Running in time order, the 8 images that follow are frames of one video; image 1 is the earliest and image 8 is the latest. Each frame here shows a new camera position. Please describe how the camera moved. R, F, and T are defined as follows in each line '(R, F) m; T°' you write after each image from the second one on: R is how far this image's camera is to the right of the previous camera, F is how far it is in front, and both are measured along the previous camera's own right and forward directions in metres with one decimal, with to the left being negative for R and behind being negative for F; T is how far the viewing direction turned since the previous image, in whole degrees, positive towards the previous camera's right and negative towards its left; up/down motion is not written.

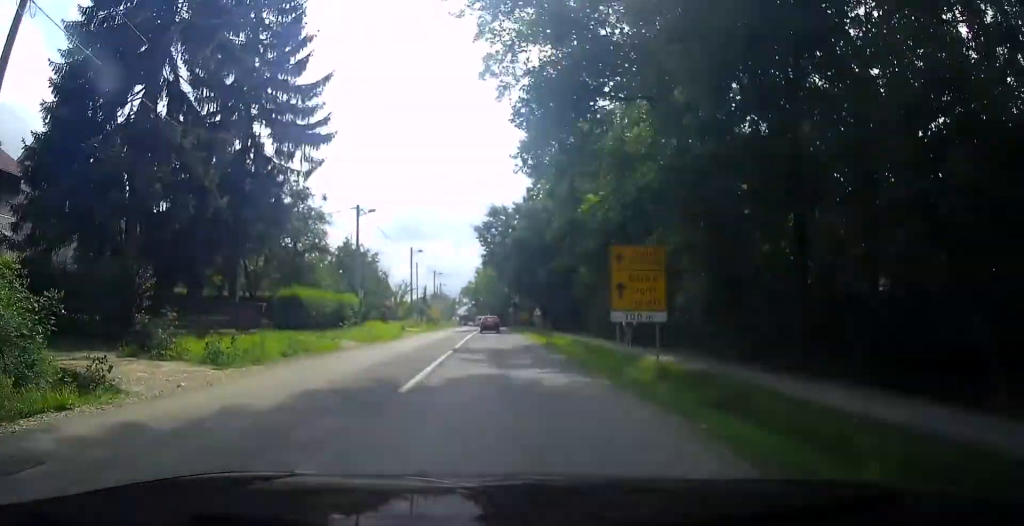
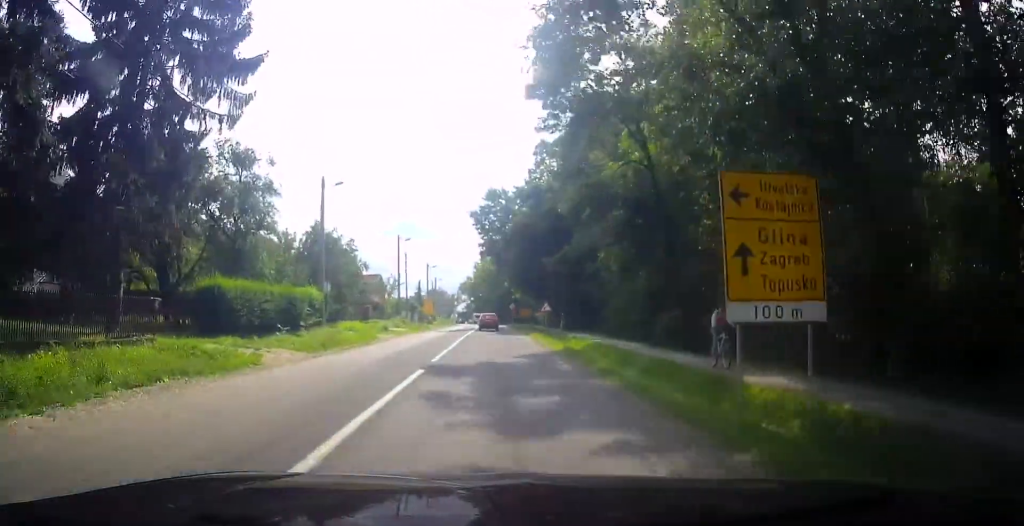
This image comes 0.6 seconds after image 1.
(-0.2, +8.3) m; 0°
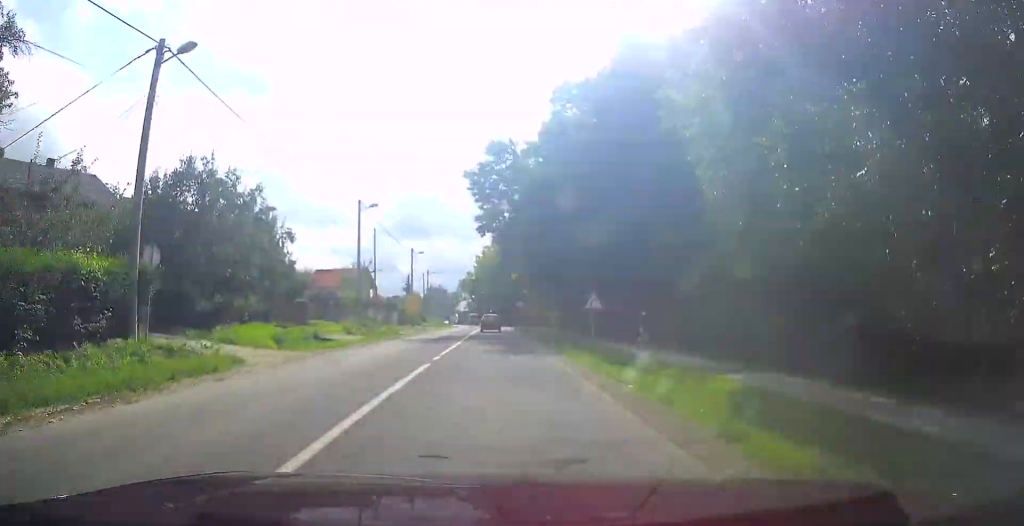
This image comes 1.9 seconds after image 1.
(+0.4, +18.4) m; +1°
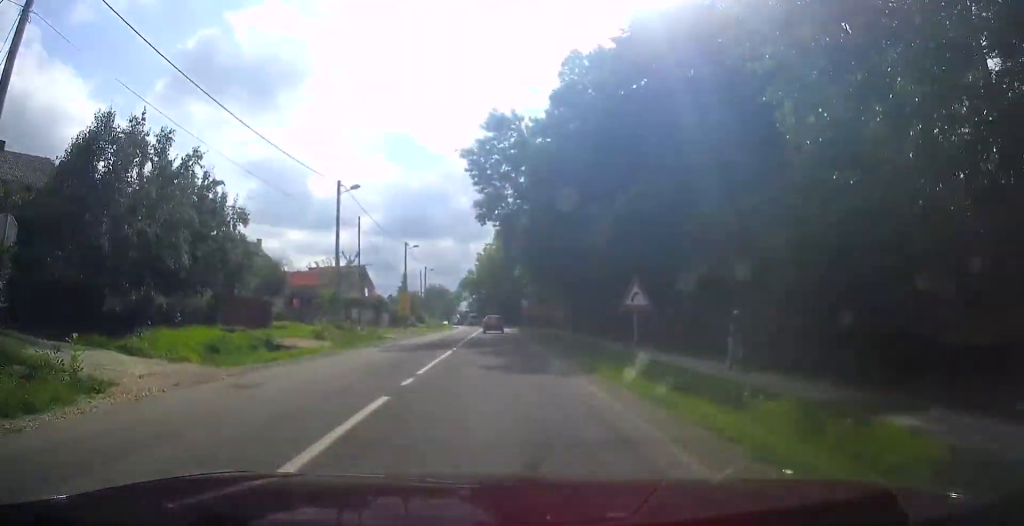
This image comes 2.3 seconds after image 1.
(0.0, +6.1) m; 0°
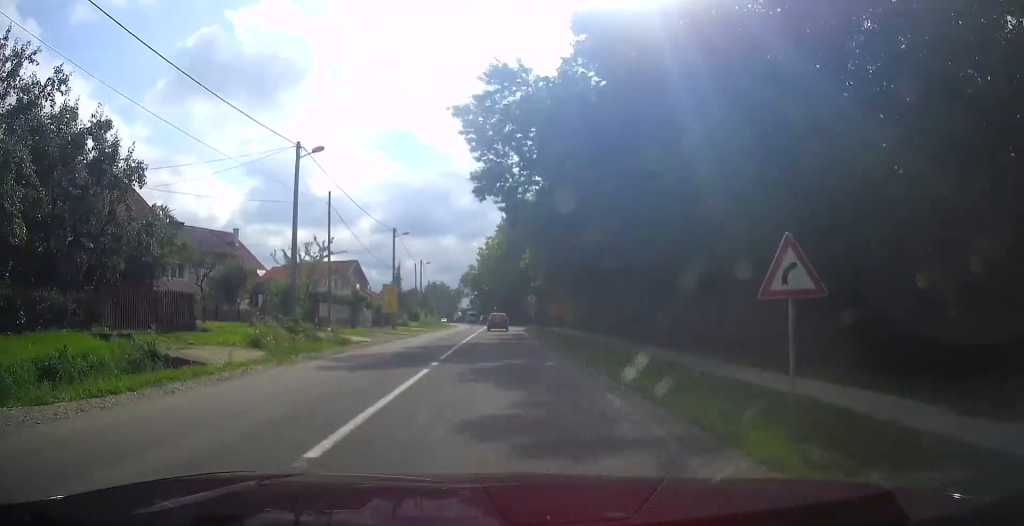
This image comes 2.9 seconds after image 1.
(0.0, +7.8) m; 0°
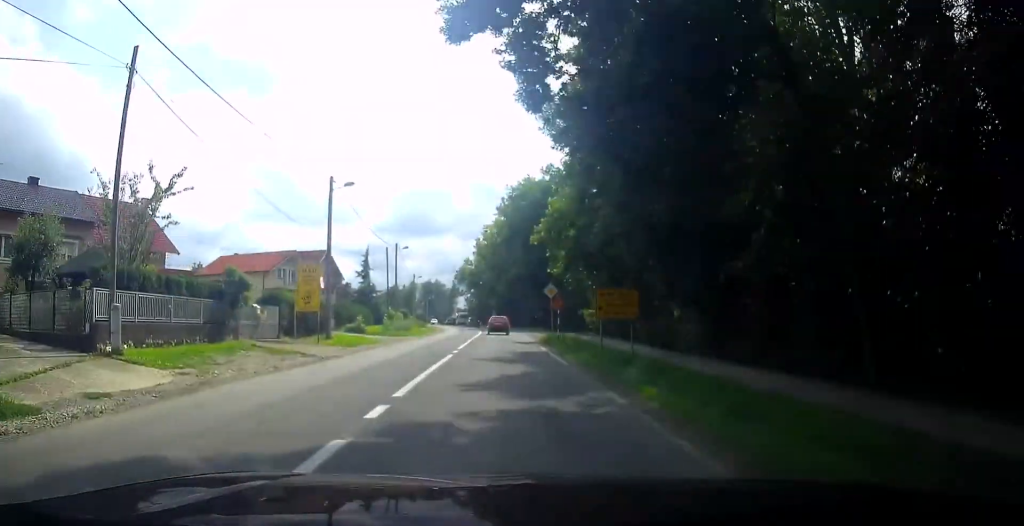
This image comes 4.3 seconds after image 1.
(-0.1, +19.3) m; -1°
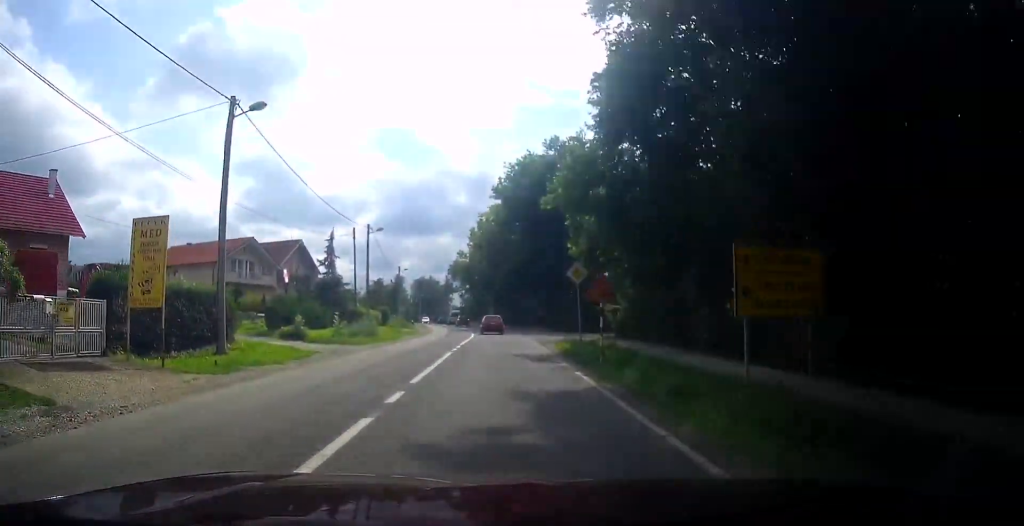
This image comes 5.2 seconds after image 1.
(0.0, +12.2) m; 0°
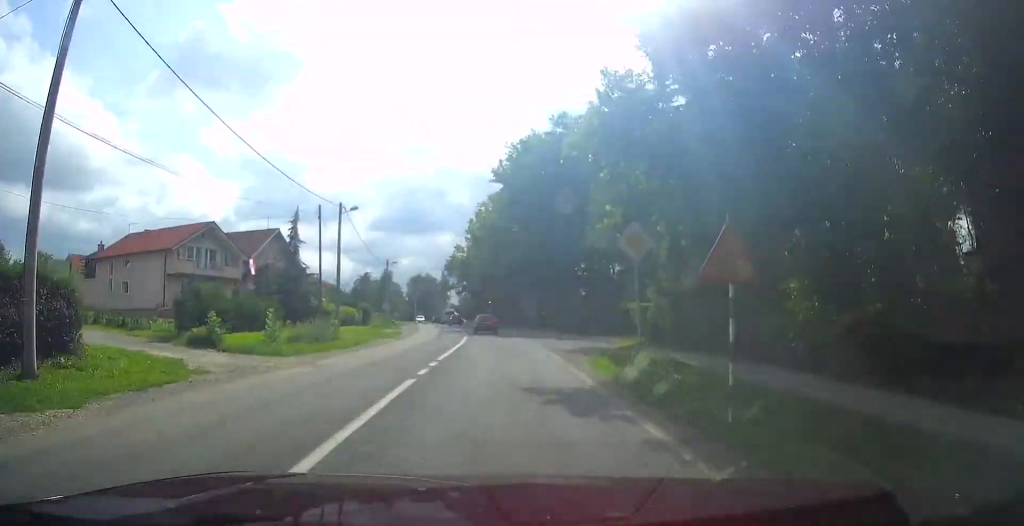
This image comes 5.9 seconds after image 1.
(0.0, +9.0) m; 0°
